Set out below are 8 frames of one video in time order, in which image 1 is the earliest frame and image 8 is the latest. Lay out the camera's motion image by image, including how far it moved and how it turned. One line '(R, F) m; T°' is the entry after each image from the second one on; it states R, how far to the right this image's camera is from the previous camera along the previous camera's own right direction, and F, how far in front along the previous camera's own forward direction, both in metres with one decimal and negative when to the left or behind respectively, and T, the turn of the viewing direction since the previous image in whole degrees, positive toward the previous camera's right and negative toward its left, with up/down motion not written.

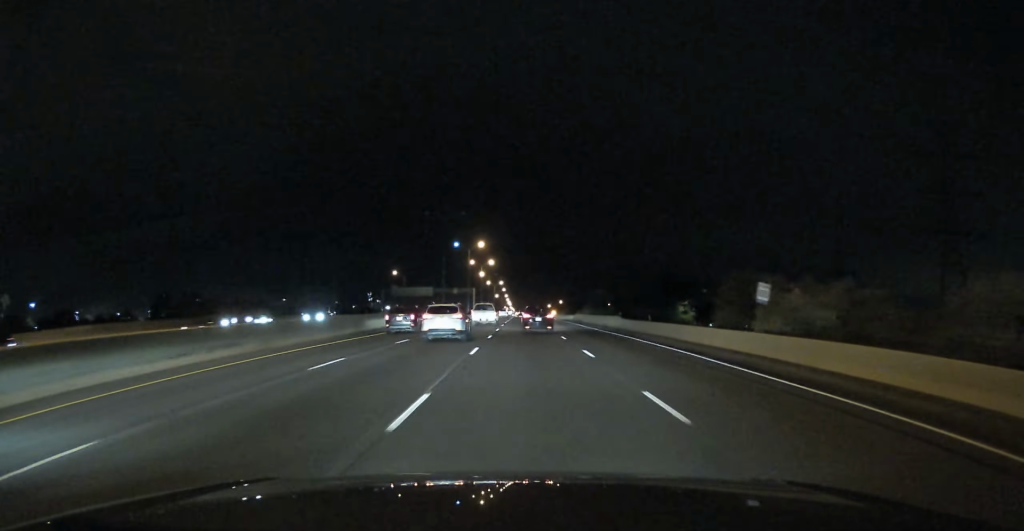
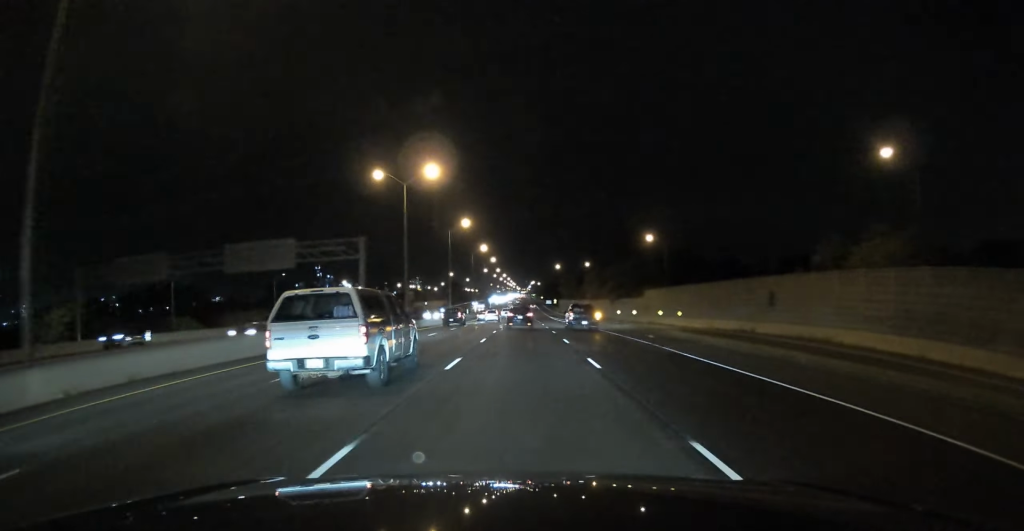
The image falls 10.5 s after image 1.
(-3.4, +344.9) m; -1°
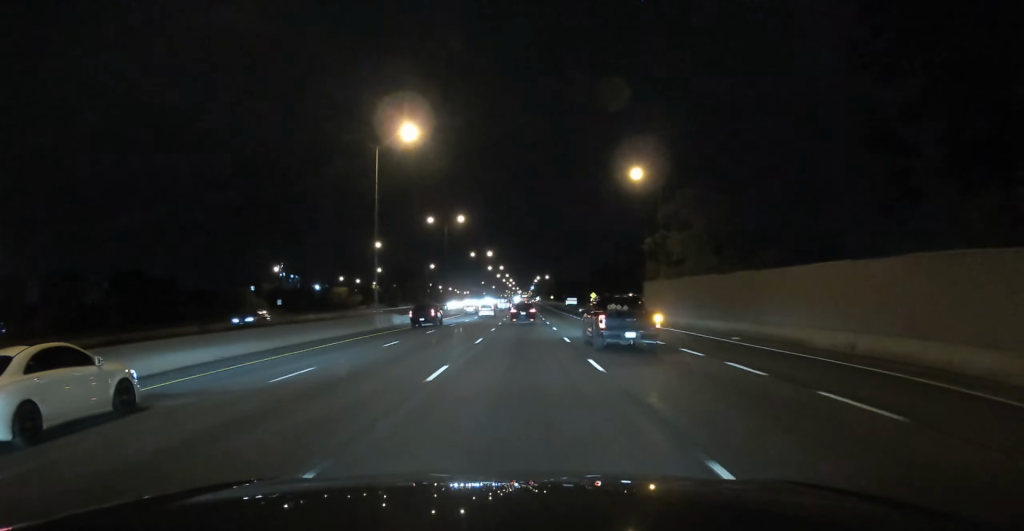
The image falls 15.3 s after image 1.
(-0.4, +159.8) m; 0°
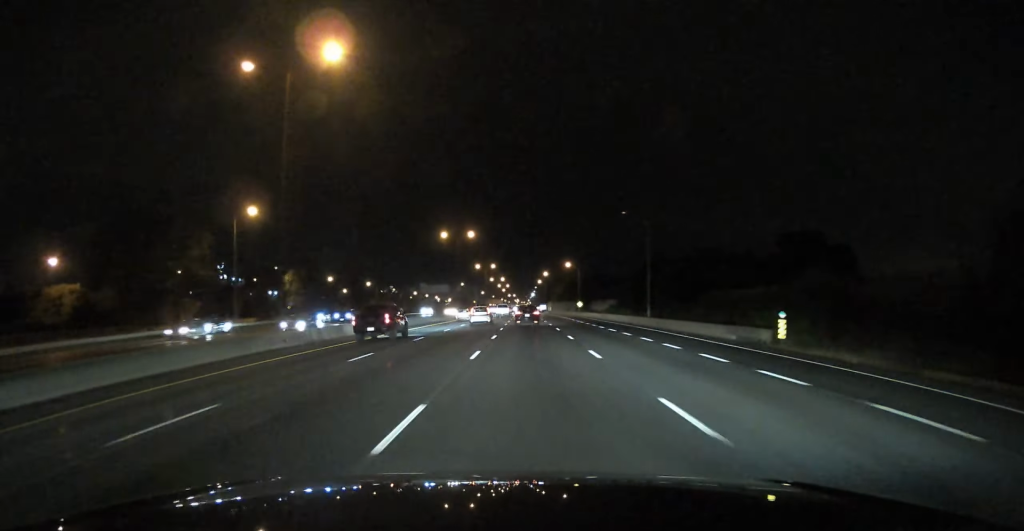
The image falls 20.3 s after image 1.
(+0.2, +163.9) m; 0°
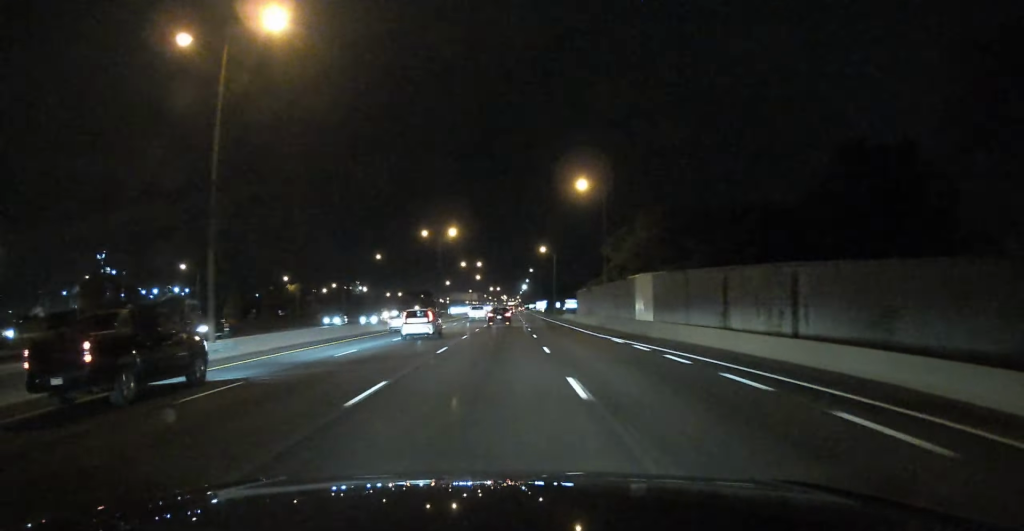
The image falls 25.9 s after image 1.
(+1.3, +190.9) m; 0°
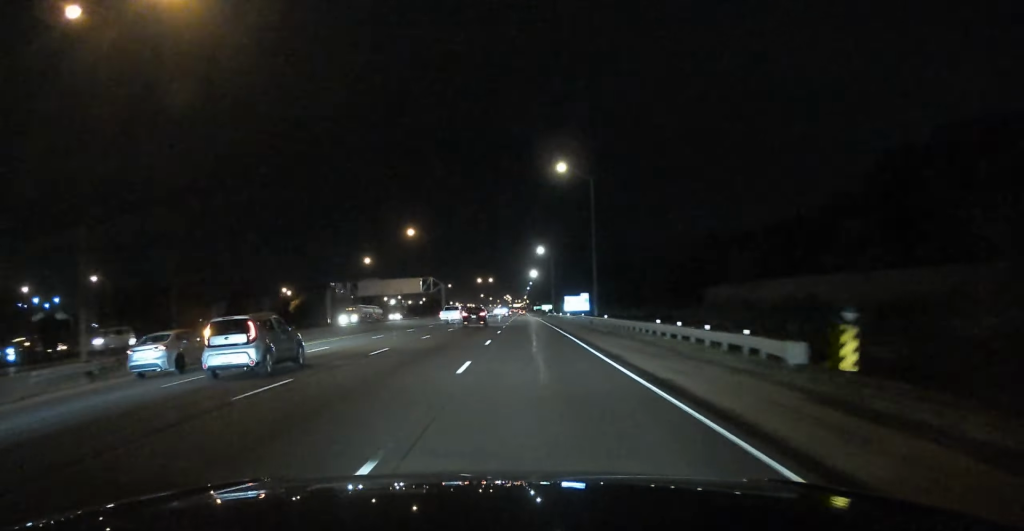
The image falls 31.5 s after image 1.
(-0.1, +190.6) m; 0°
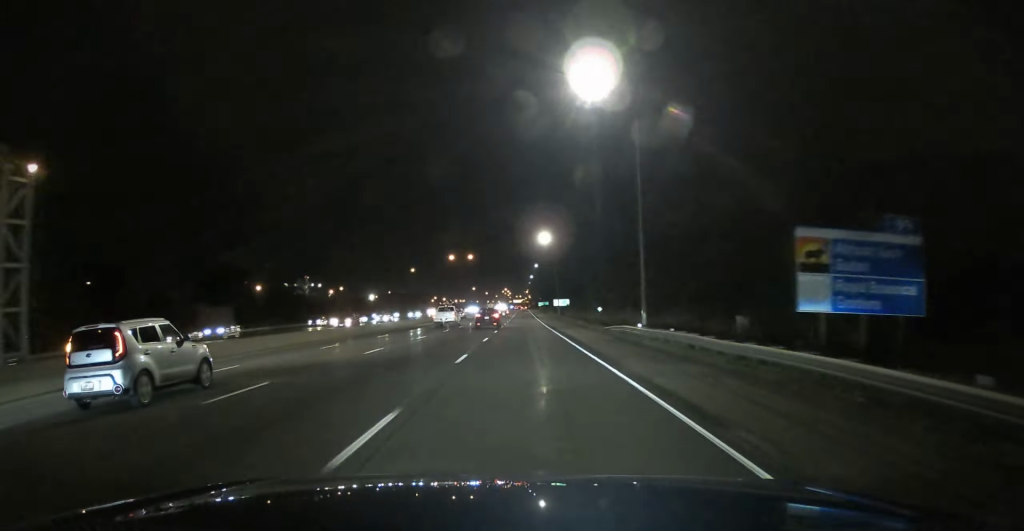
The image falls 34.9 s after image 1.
(-0.3, +117.5) m; 0°
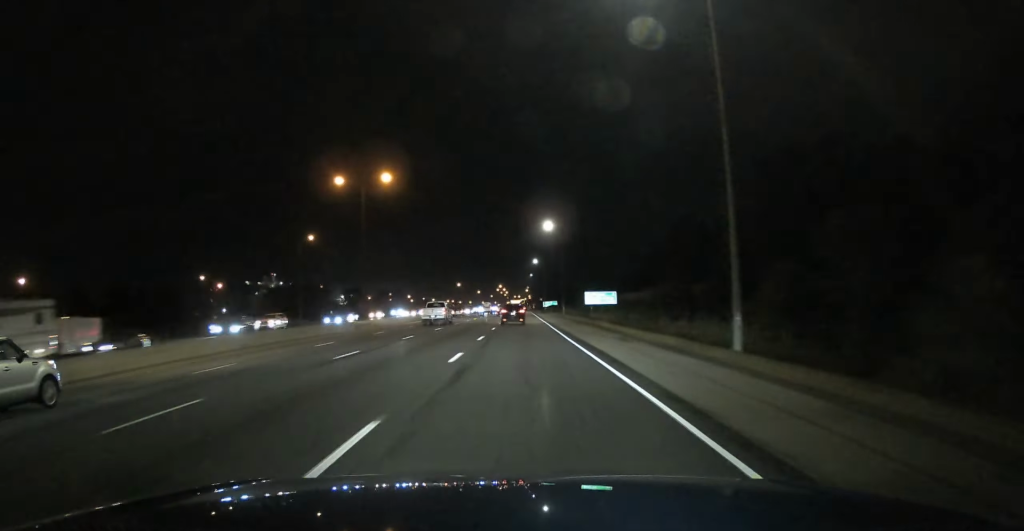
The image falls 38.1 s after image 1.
(-0.2, +109.3) m; 0°
